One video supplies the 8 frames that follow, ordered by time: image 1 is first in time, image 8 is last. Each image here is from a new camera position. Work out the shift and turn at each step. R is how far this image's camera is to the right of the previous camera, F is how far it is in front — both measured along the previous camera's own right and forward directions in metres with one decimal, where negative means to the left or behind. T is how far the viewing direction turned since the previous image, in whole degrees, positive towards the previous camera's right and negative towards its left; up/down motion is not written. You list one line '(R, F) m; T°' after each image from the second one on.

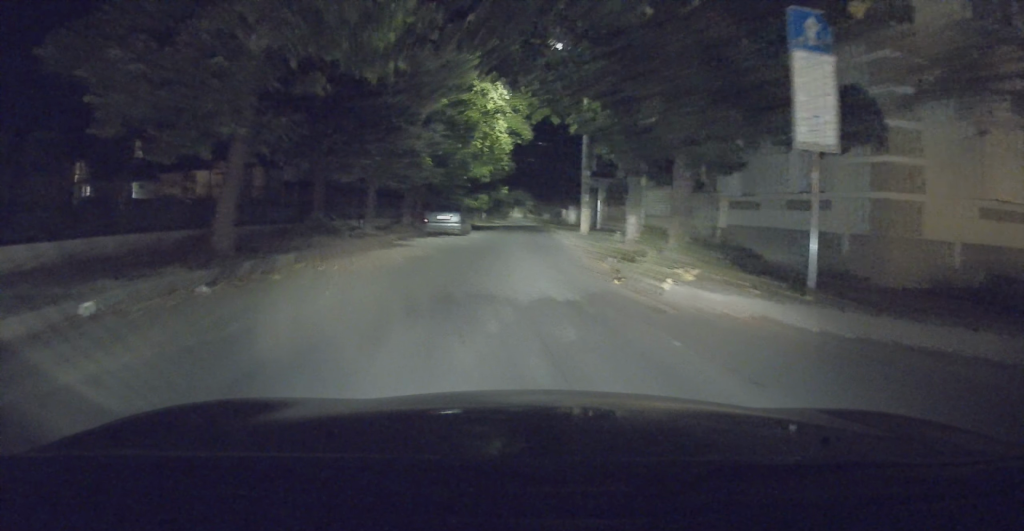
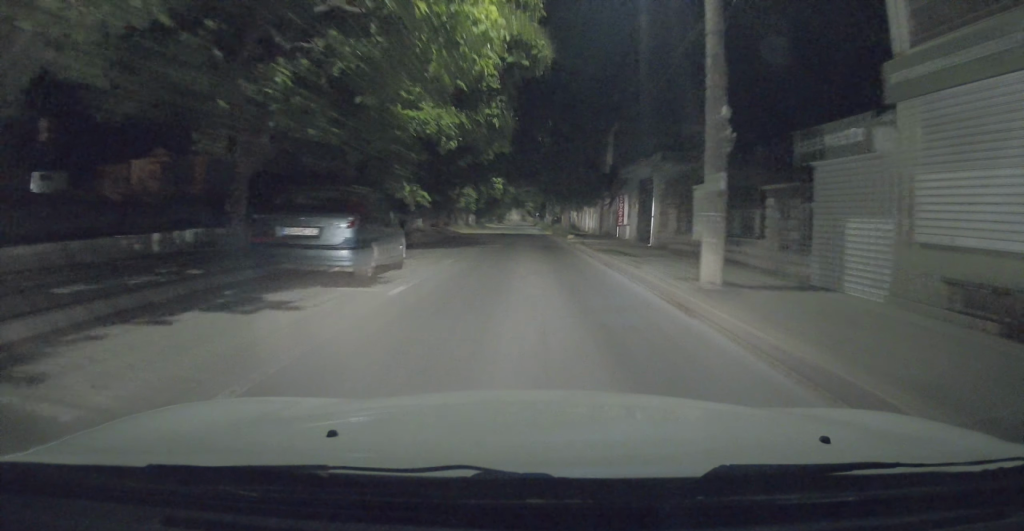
(-1.1, +15.6) m; -5°
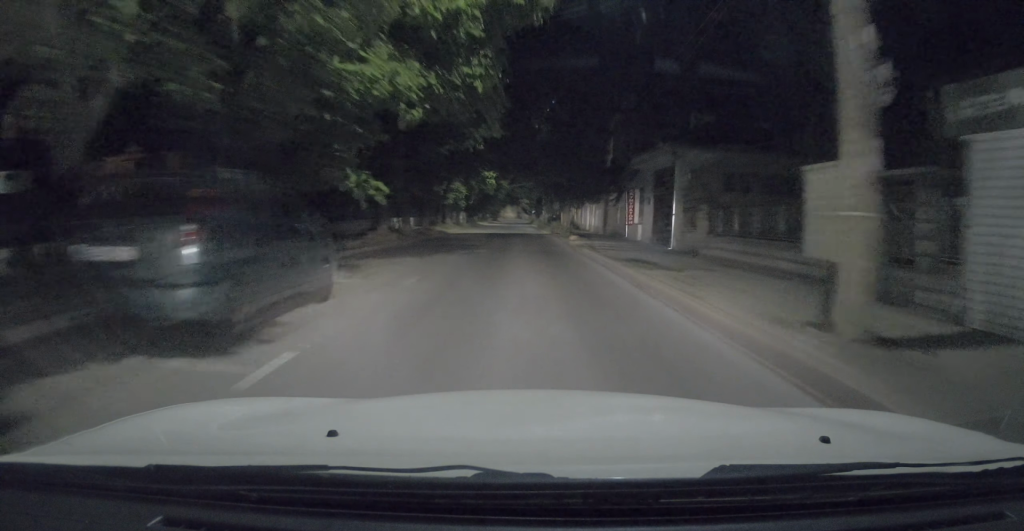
(0.0, +3.6) m; +2°
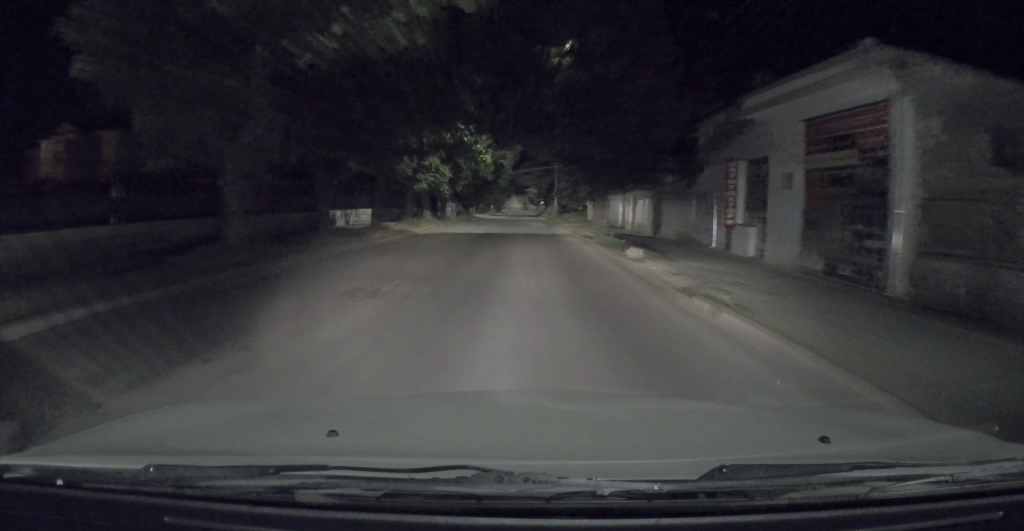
(+0.3, +12.3) m; +2°
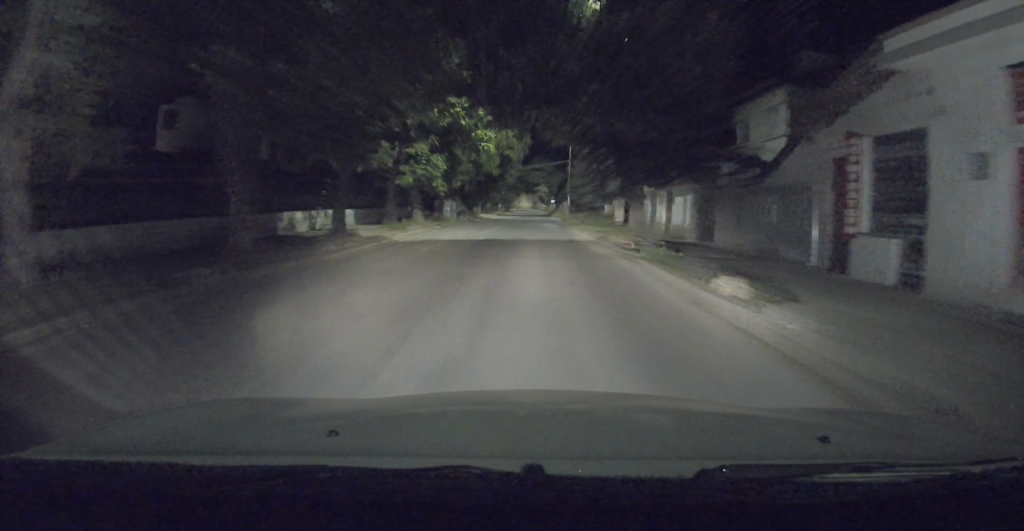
(0.0, +5.6) m; 0°
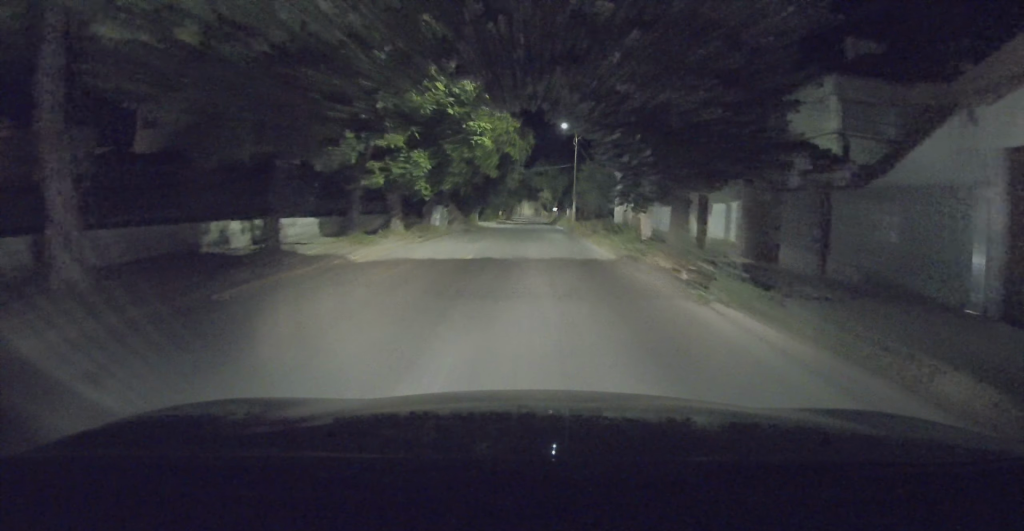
(0.0, +4.8) m; 0°
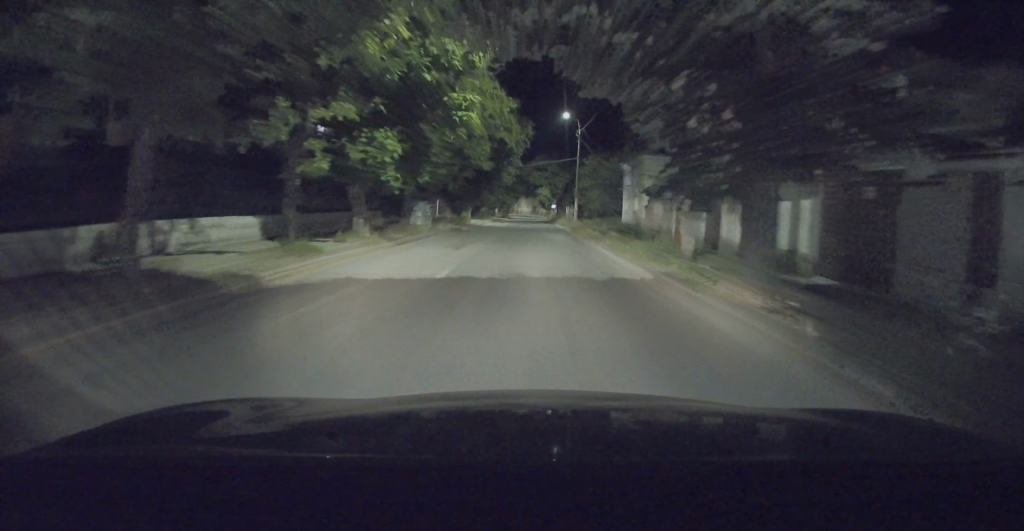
(0.0, +4.8) m; 0°
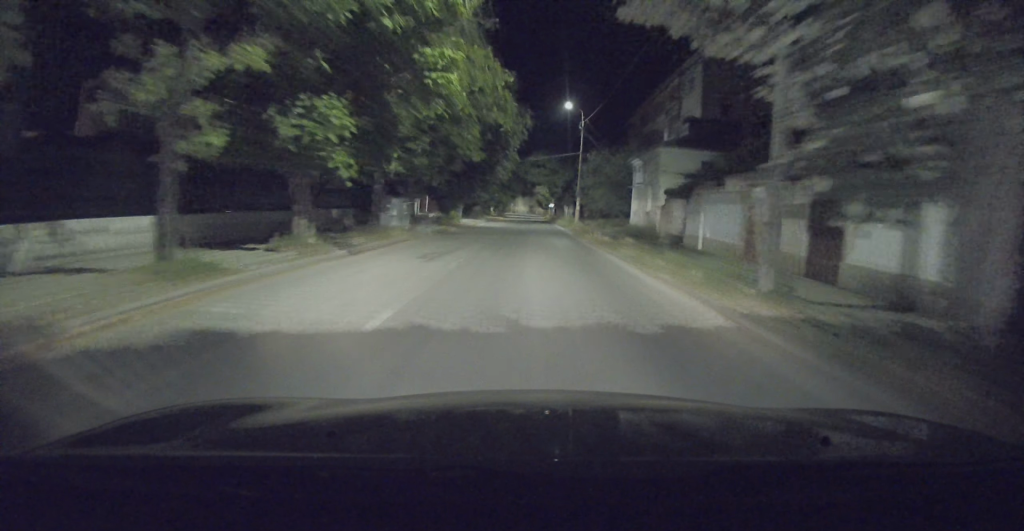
(0.0, +4.4) m; 0°
